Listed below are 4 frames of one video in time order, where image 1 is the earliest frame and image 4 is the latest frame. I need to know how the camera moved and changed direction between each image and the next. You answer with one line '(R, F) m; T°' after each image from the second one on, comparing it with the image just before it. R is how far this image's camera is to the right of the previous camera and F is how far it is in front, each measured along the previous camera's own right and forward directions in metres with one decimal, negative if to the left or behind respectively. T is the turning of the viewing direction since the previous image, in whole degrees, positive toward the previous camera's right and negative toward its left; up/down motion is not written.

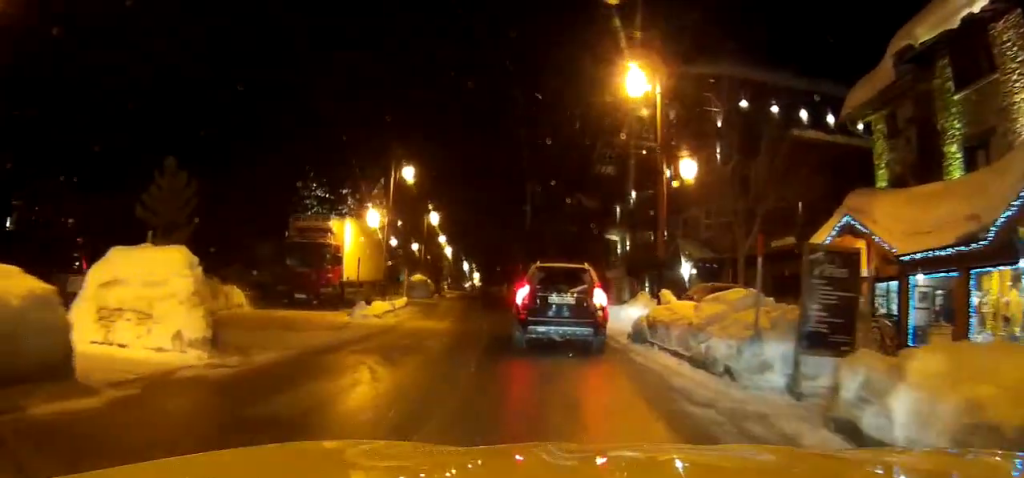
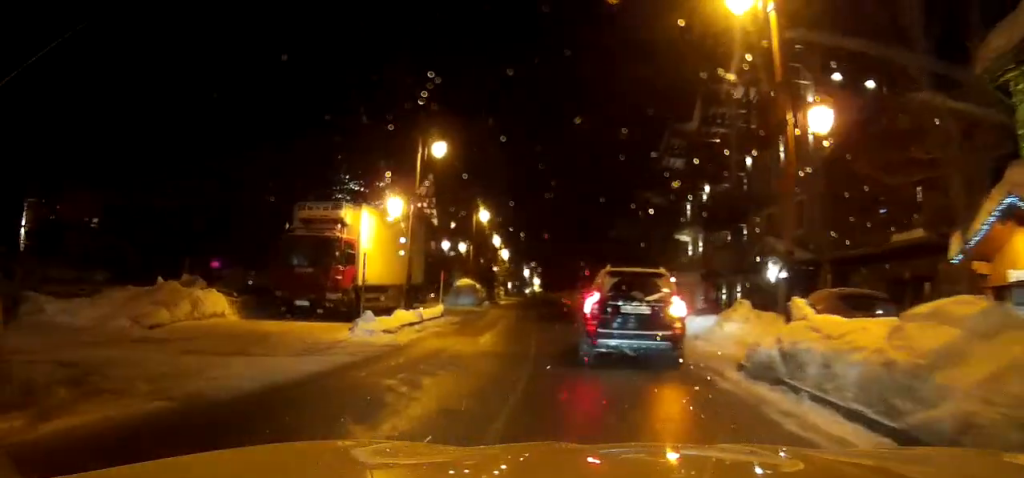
(+0.1, +6.7) m; -1°
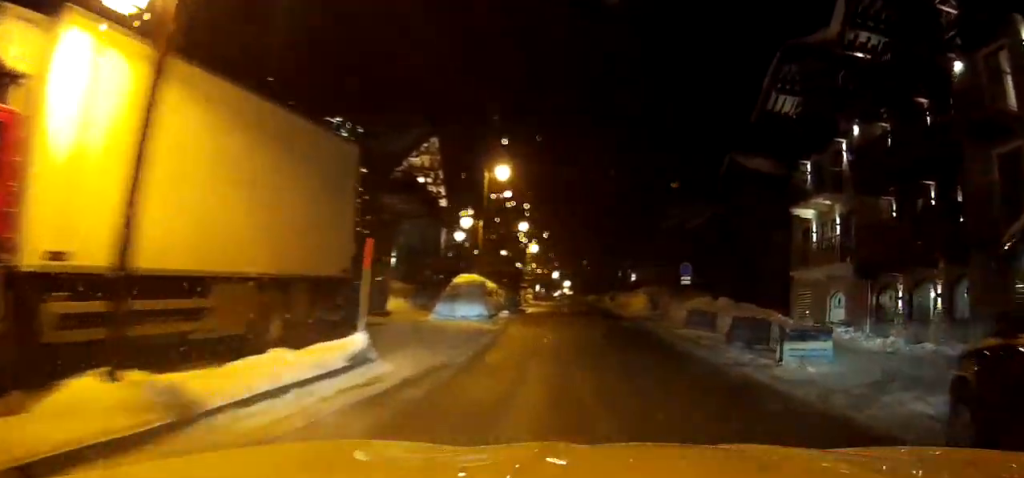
(-0.8, +17.9) m; +1°
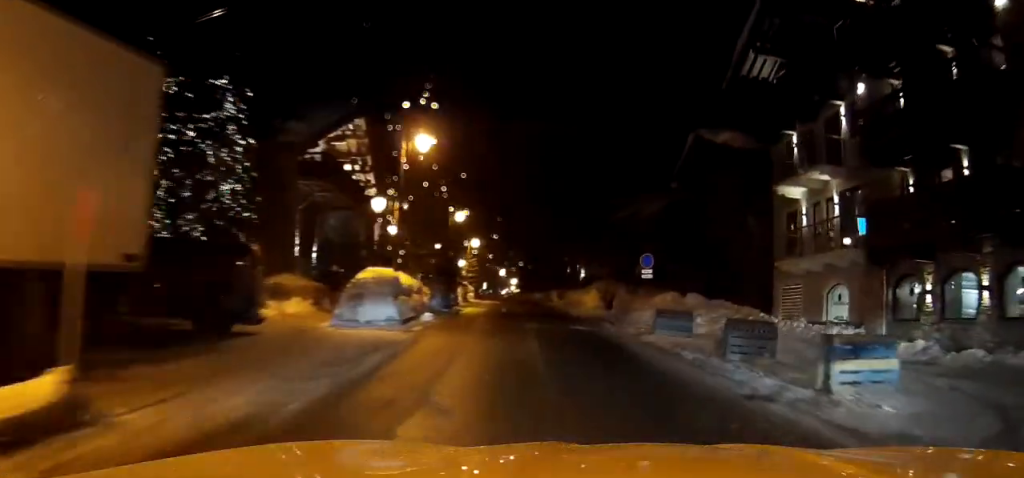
(+0.1, +5.6) m; +1°
